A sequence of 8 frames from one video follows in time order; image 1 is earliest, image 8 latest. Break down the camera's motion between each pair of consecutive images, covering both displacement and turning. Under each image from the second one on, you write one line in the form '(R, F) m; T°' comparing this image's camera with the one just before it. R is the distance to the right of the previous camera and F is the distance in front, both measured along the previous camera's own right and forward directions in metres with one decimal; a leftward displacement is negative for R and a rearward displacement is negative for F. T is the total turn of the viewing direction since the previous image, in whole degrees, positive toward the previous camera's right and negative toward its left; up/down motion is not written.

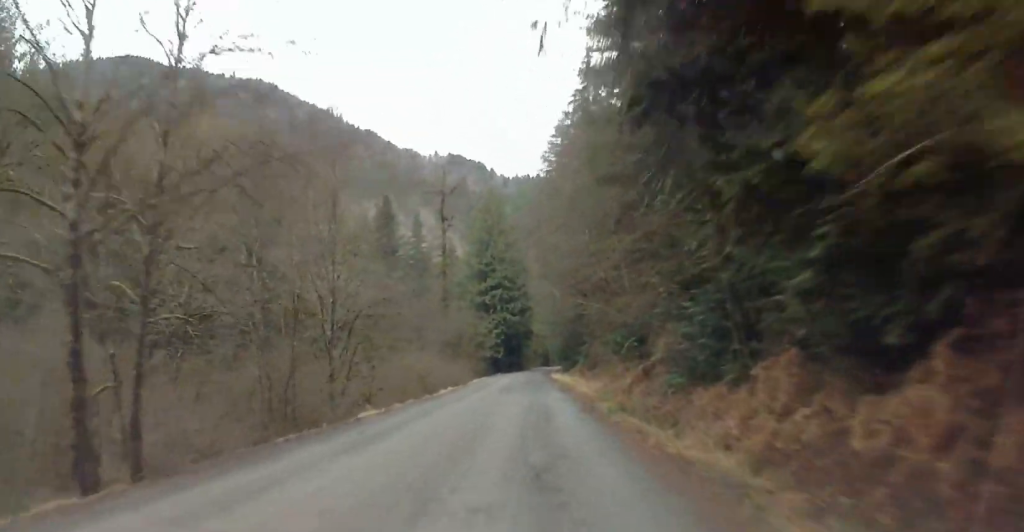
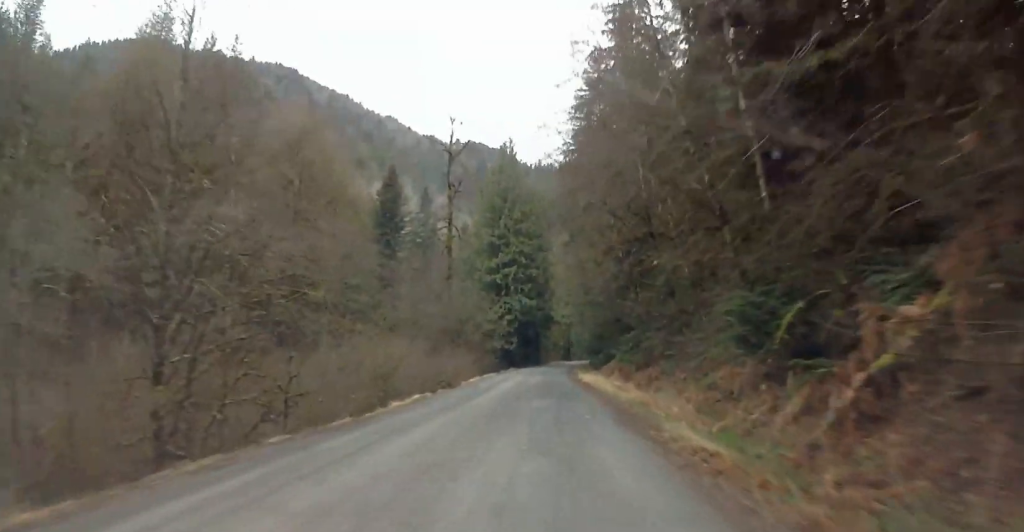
(+0.1, +22.5) m; -1°
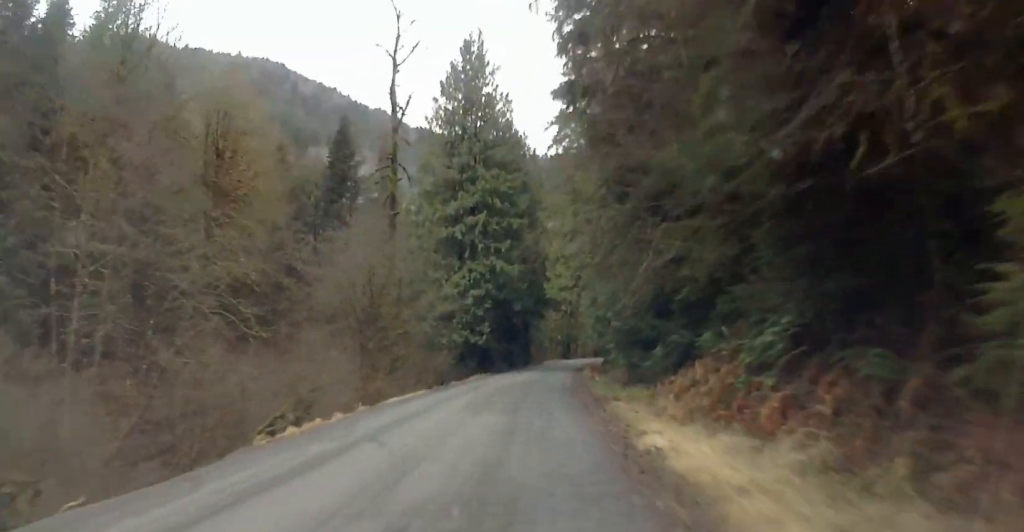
(-0.8, +39.0) m; -1°
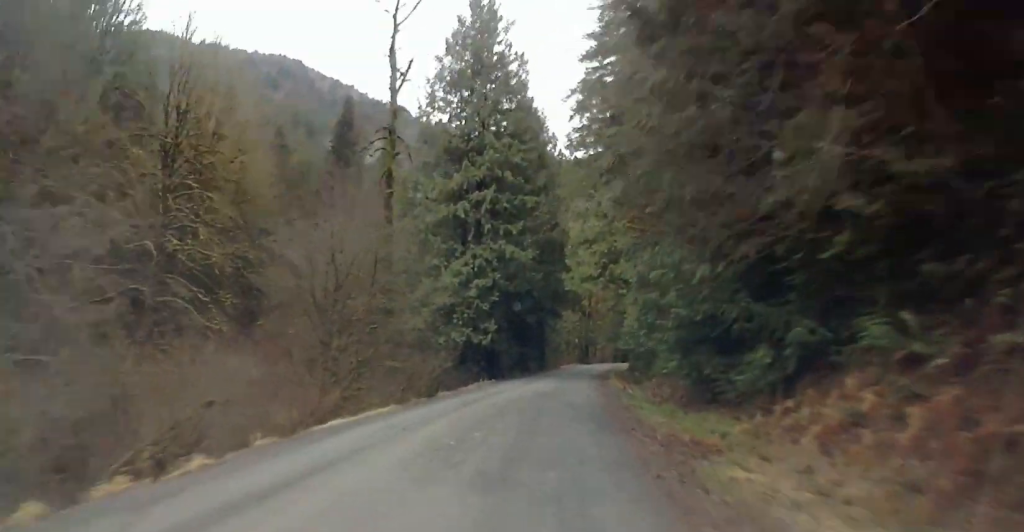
(+0.1, +11.1) m; 0°
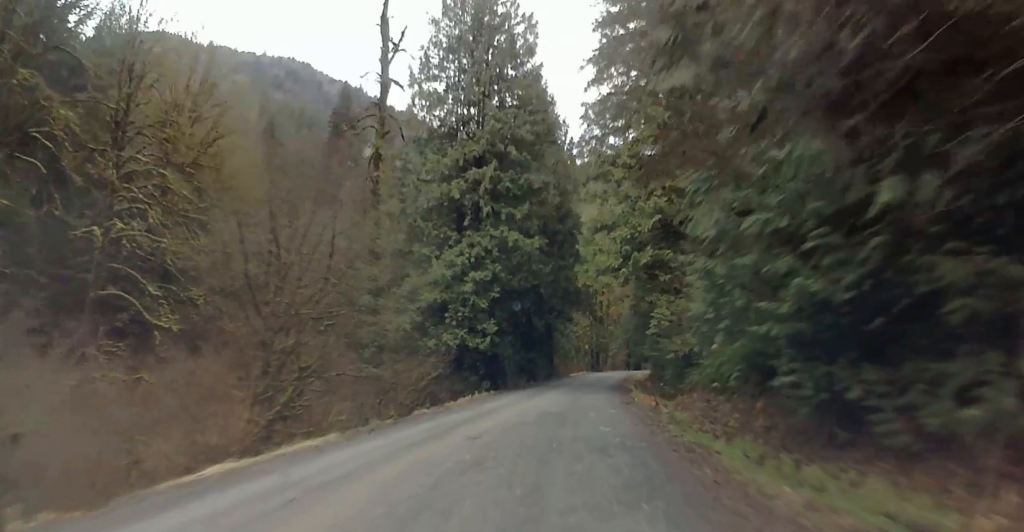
(+0.1, +8.8) m; 0°
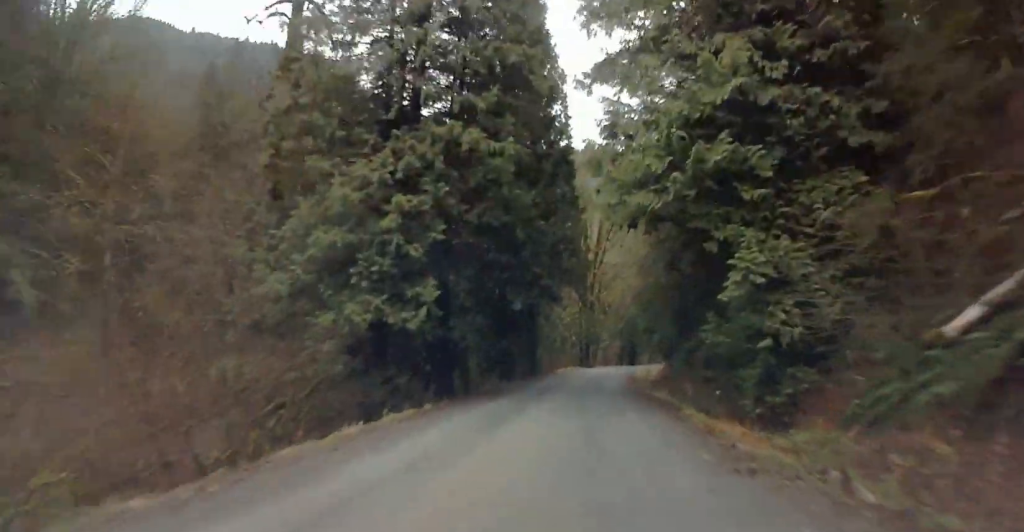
(0.0, +20.1) m; 0°
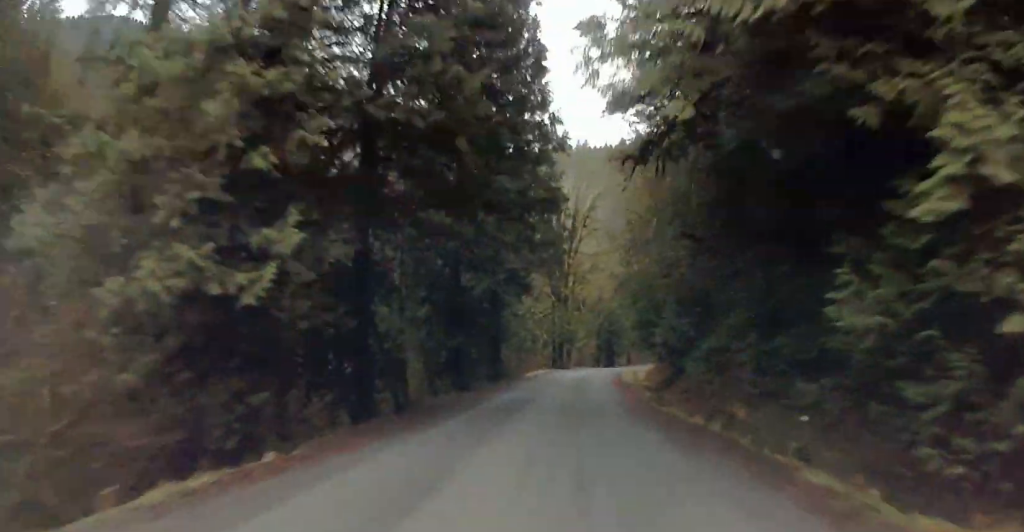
(0.0, +12.7) m; 0°
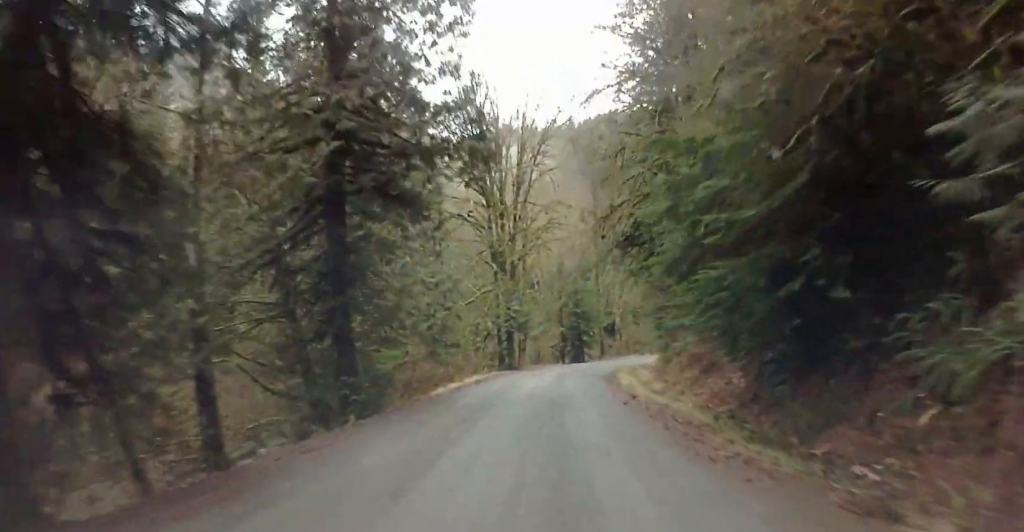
(-0.3, +31.2) m; 0°
